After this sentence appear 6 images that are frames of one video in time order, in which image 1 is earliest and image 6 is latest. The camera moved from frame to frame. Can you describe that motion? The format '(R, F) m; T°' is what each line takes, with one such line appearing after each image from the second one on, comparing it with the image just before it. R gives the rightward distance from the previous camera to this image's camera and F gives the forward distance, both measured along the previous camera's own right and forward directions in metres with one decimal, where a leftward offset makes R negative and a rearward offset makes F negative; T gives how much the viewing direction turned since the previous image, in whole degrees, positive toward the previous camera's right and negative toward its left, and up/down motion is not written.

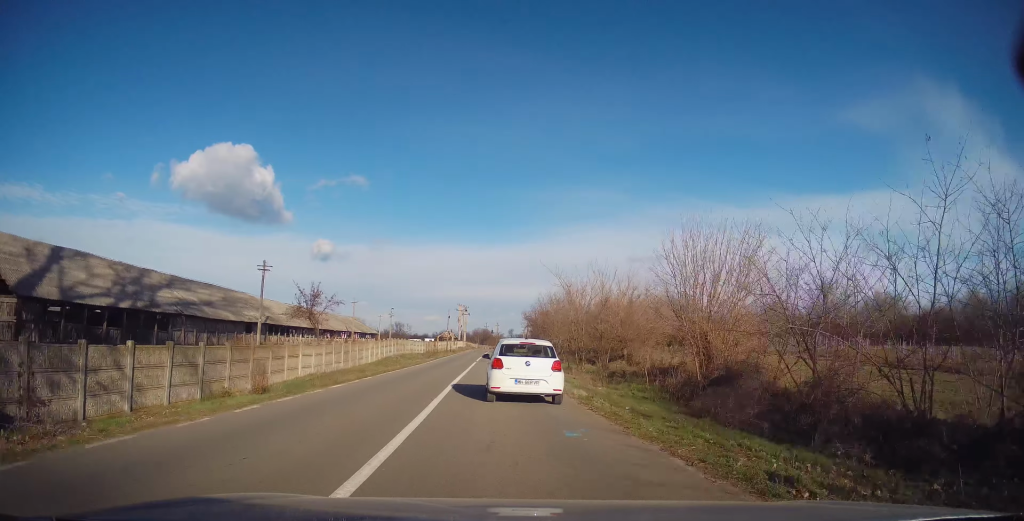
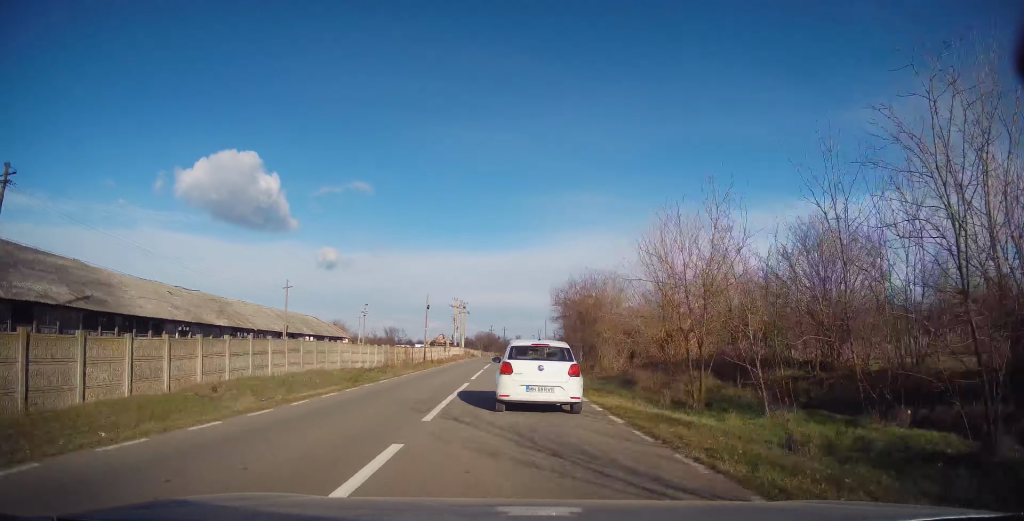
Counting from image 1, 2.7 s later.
(+0.6, +29.5) m; -1°
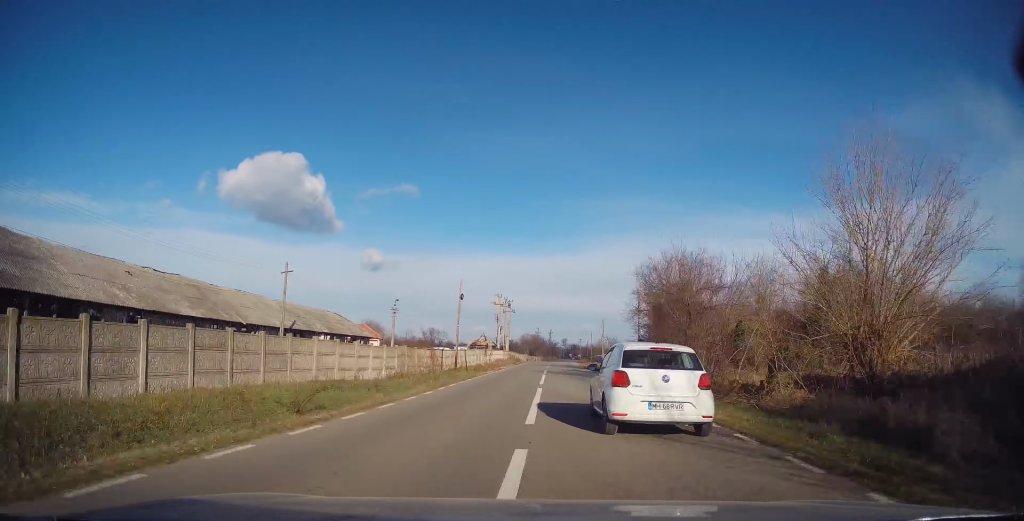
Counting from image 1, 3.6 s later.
(-0.2, +11.7) m; -1°
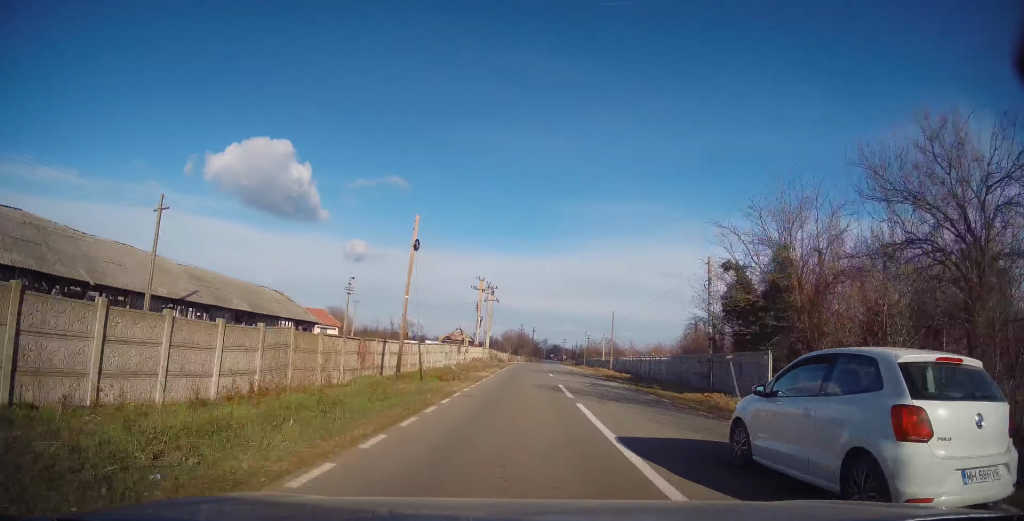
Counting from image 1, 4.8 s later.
(-0.2, +16.4) m; +1°
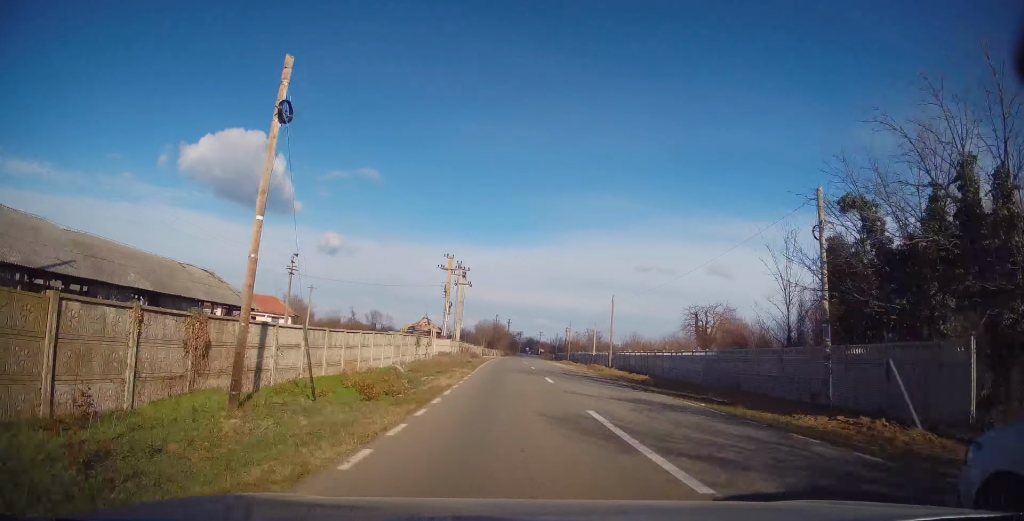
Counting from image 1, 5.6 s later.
(+0.2, +10.9) m; +2°
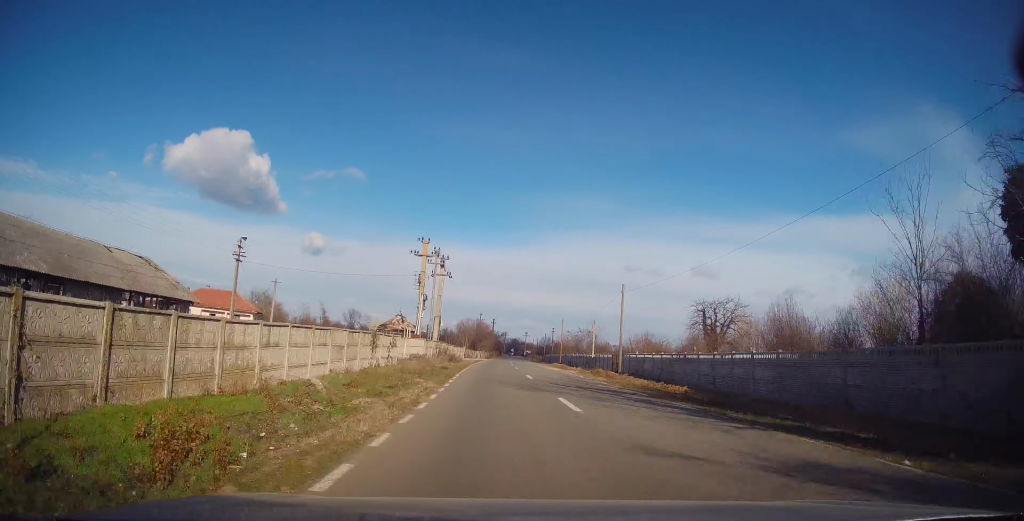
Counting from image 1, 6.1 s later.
(+0.1, +8.2) m; +2°
